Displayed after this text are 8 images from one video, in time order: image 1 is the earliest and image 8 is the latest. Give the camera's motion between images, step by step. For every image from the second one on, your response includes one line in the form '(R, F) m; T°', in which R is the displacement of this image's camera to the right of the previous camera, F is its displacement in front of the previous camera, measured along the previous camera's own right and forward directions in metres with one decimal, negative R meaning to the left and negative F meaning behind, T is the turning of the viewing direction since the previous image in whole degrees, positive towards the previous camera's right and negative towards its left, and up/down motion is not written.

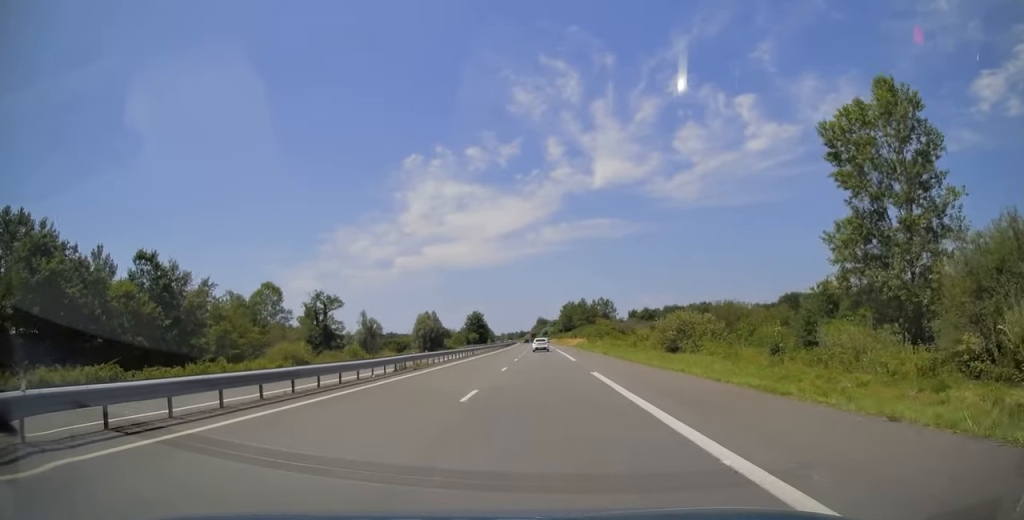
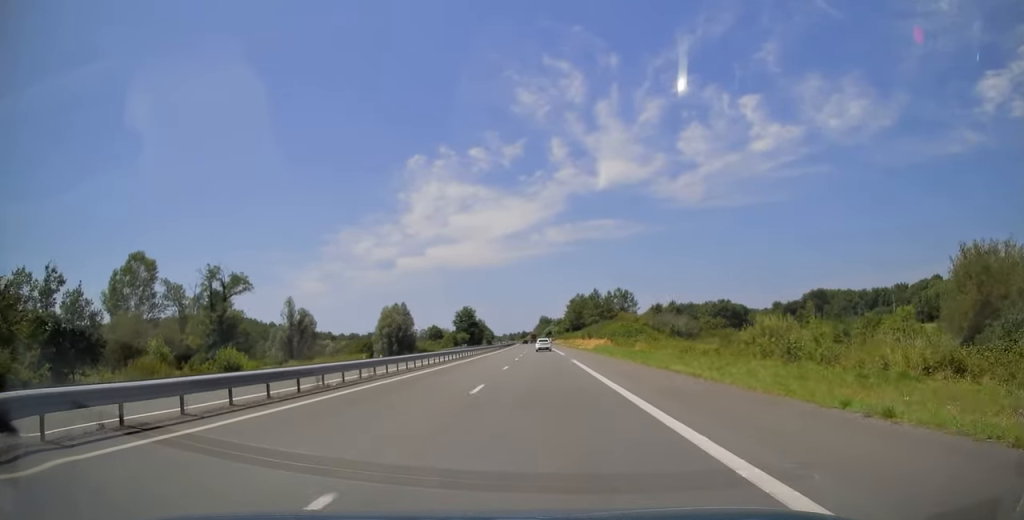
(0.0, +37.4) m; 0°
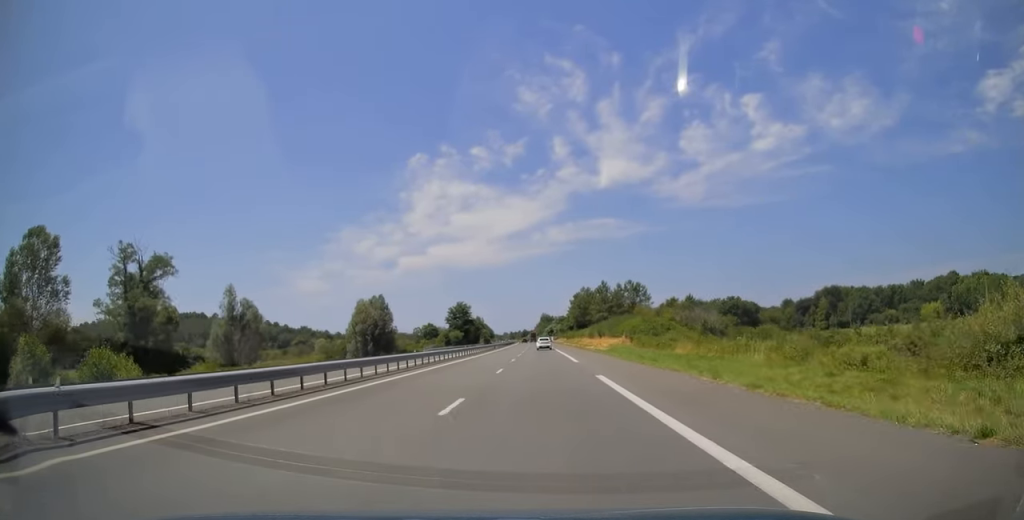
(-0.1, +17.6) m; 0°
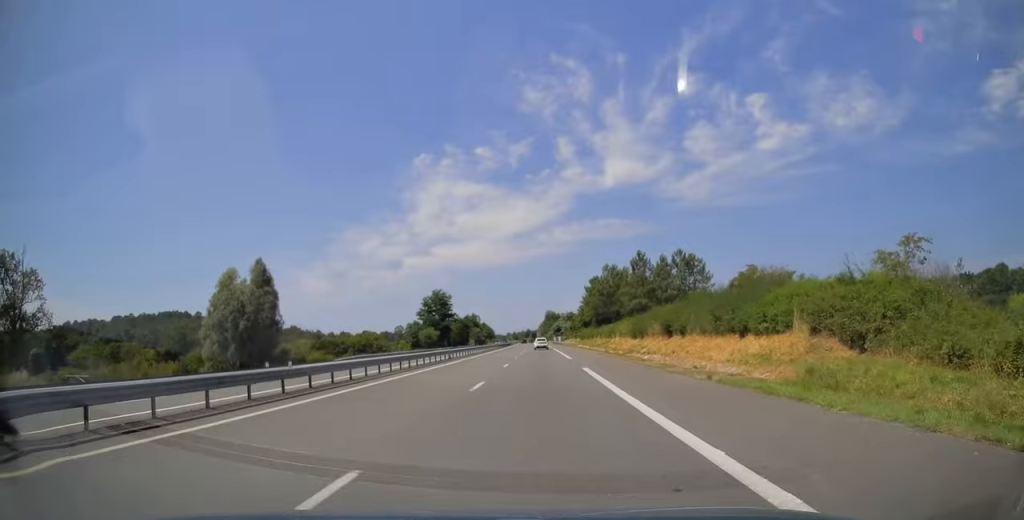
(0.0, +46.9) m; -1°
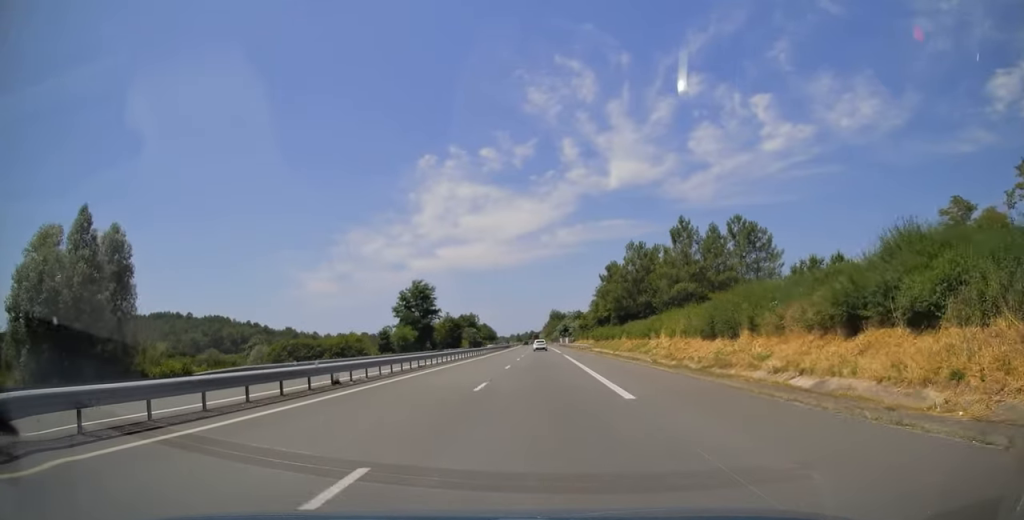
(-0.2, +26.1) m; 0°
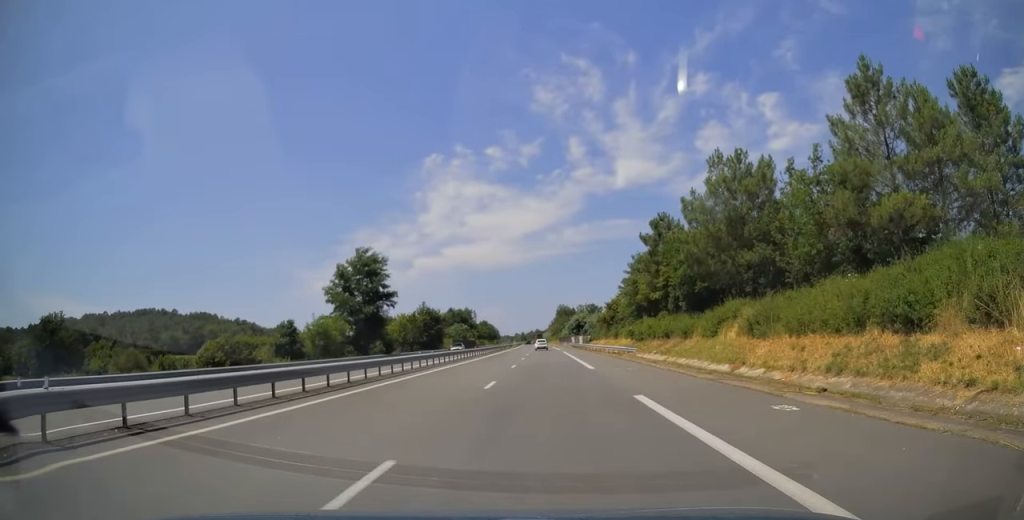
(0.0, +38.9) m; 0°
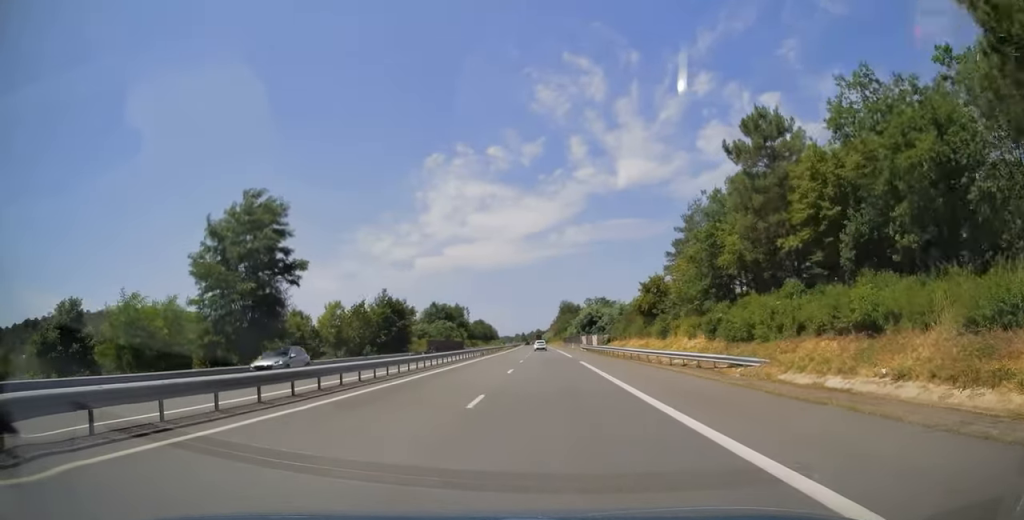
(-0.1, +30.9) m; 0°
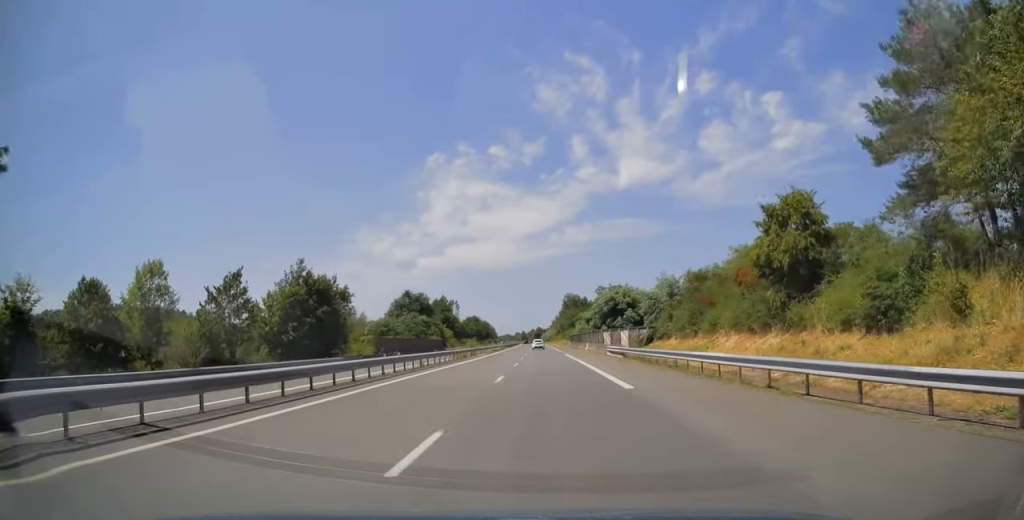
(-0.2, +32.4) m; 0°
